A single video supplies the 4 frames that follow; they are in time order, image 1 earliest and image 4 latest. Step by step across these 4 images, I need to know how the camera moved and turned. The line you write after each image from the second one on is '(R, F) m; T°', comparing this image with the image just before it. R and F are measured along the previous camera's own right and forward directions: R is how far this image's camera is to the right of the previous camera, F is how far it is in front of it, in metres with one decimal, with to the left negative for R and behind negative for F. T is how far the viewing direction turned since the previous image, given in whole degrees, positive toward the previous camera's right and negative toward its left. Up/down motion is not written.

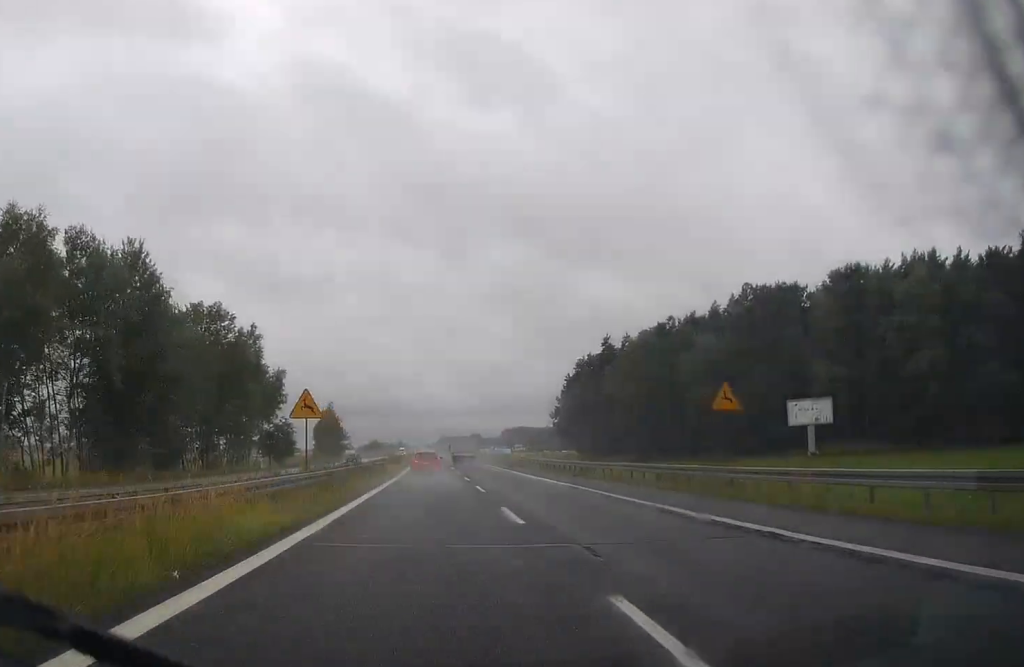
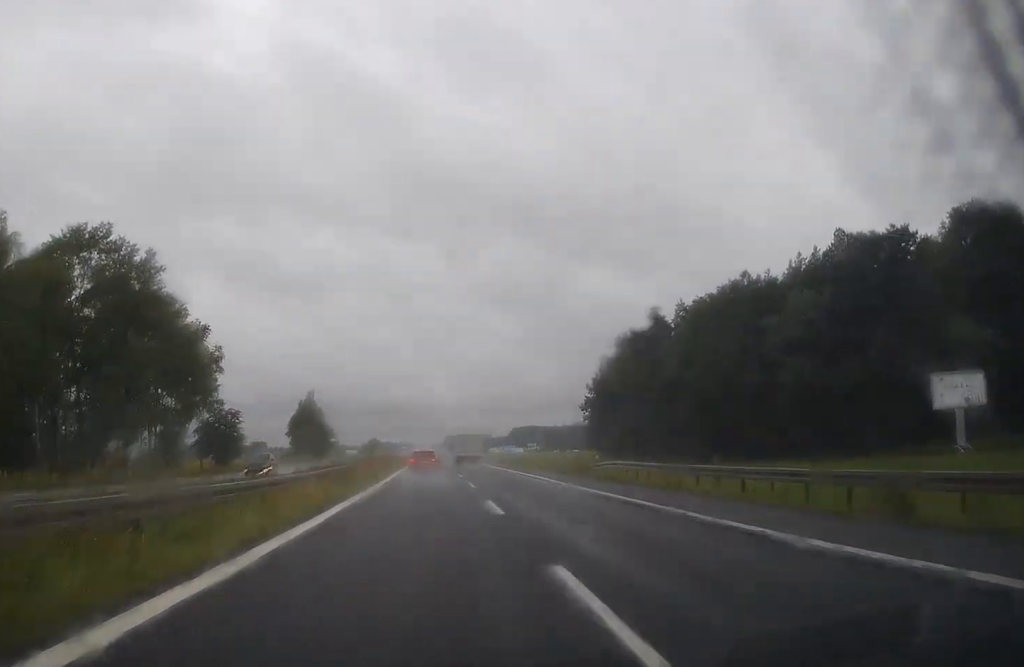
(+0.1, +33.2) m; 0°
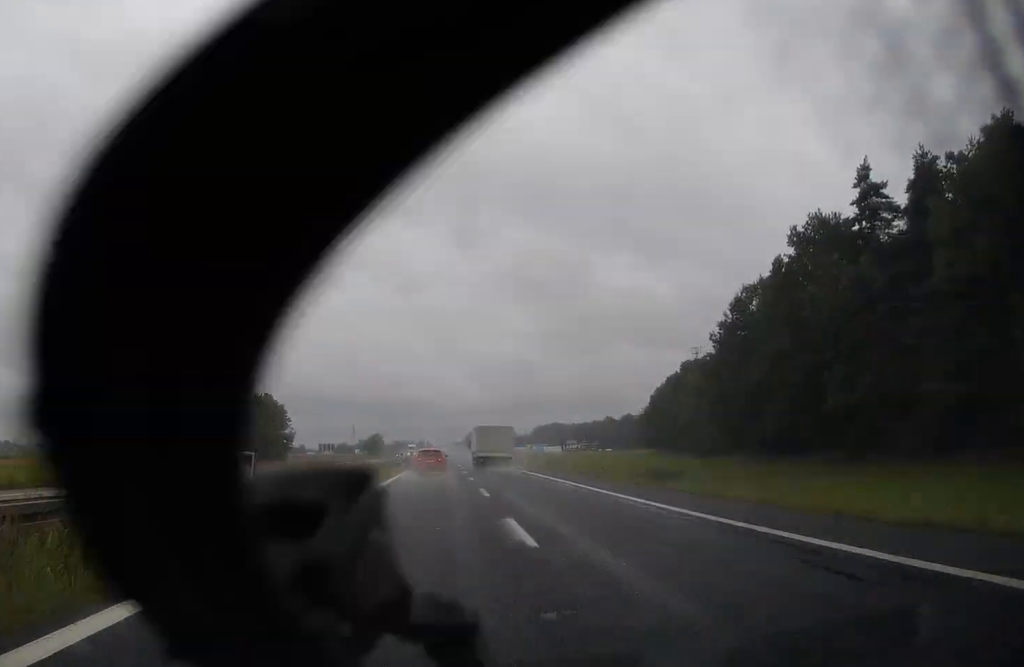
(-0.6, +64.6) m; -2°
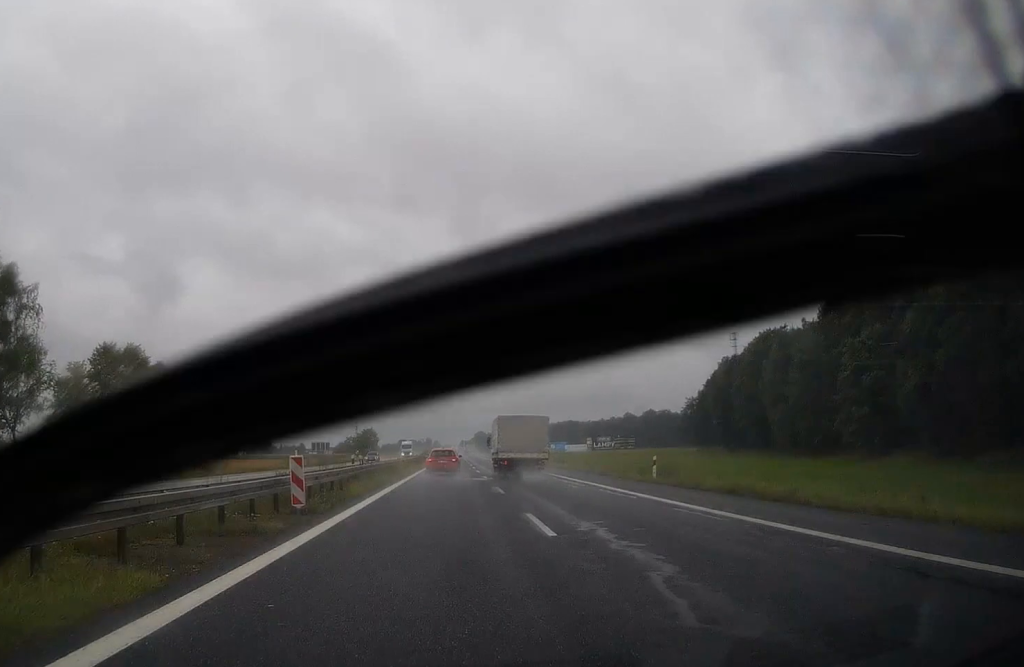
(-0.8, +46.3) m; -1°
